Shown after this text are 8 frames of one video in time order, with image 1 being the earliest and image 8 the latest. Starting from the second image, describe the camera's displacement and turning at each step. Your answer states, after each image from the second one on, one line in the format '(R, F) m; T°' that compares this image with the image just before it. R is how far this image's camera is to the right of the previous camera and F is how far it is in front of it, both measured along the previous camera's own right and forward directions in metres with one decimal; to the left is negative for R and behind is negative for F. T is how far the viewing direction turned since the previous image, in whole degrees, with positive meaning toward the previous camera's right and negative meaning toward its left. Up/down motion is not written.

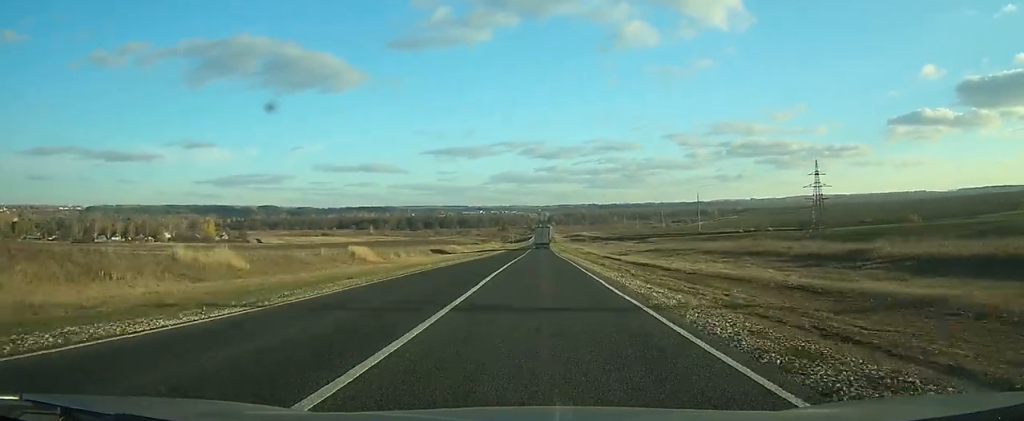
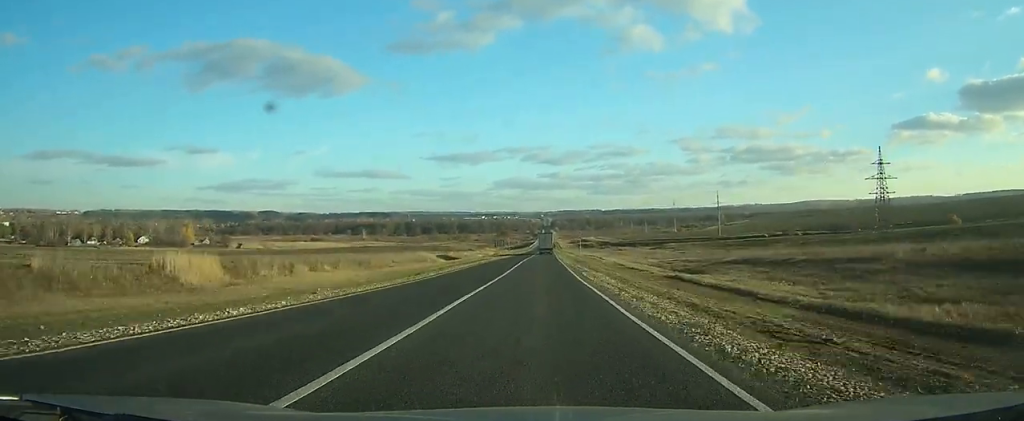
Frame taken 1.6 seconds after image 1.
(-0.1, +35.1) m; 0°
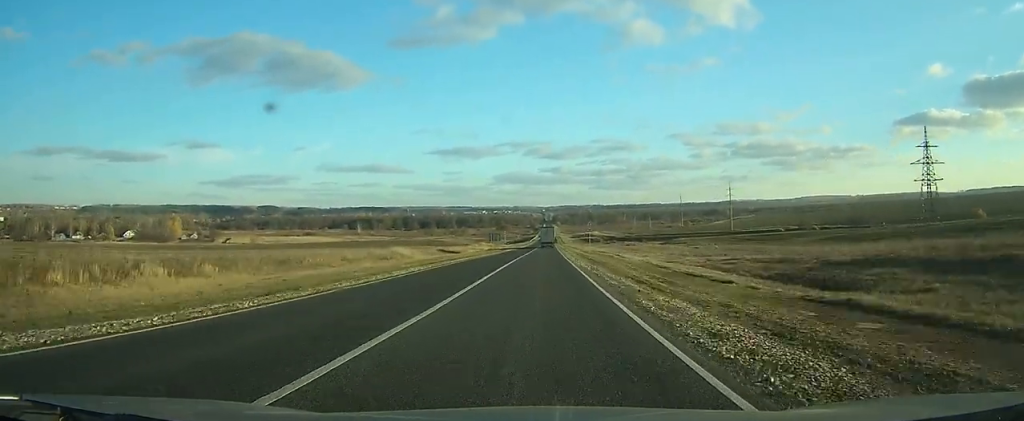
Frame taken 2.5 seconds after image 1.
(0.0, +19.2) m; 0°
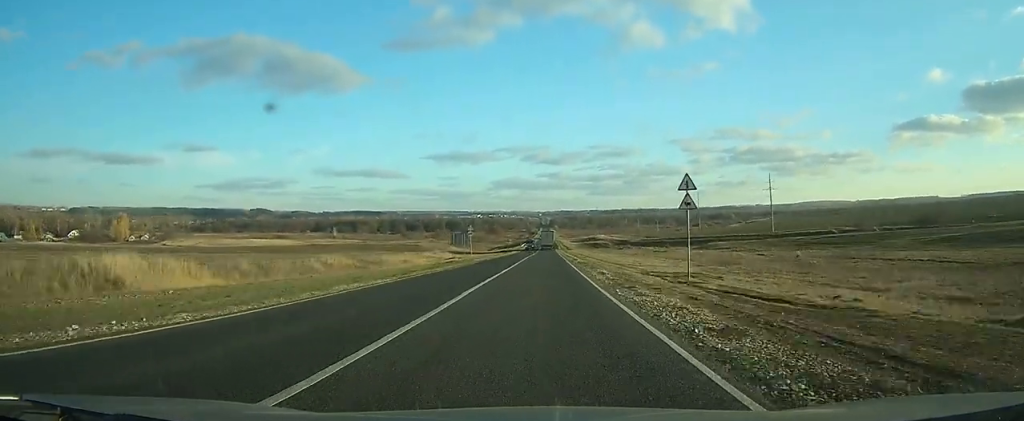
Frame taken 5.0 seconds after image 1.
(-0.1, +59.3) m; 0°
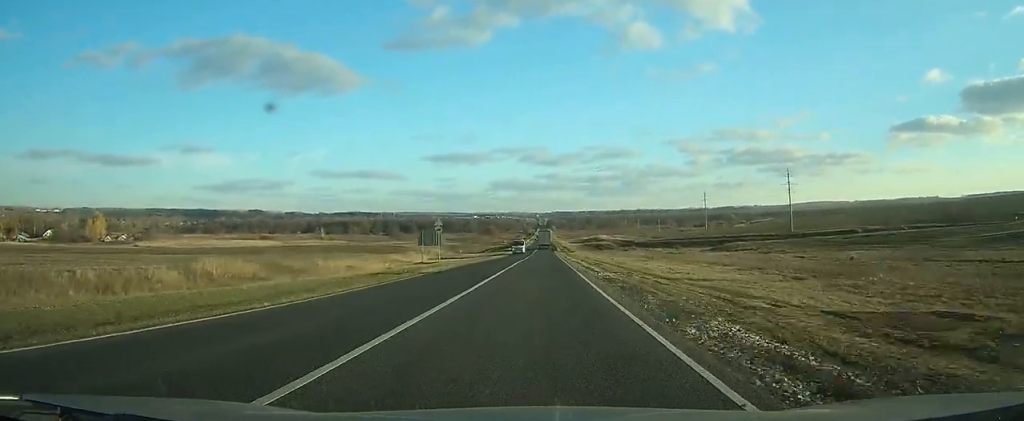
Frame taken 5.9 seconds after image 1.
(0.0, +23.4) m; 0°
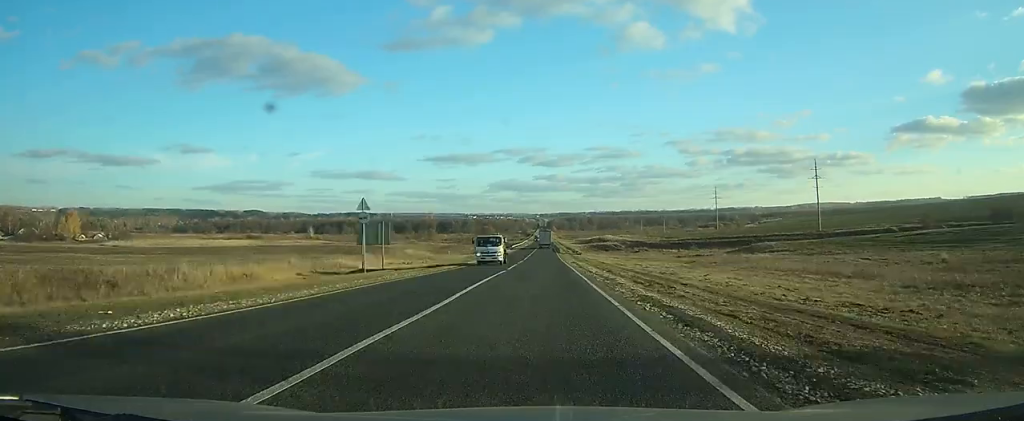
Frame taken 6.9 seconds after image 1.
(+0.1, +25.1) m; 0°
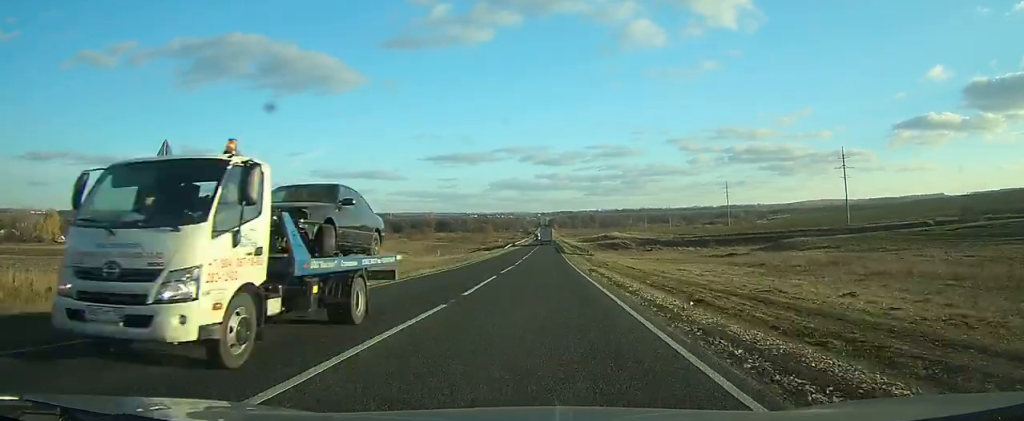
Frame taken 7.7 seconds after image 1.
(+0.1, +20.1) m; 0°
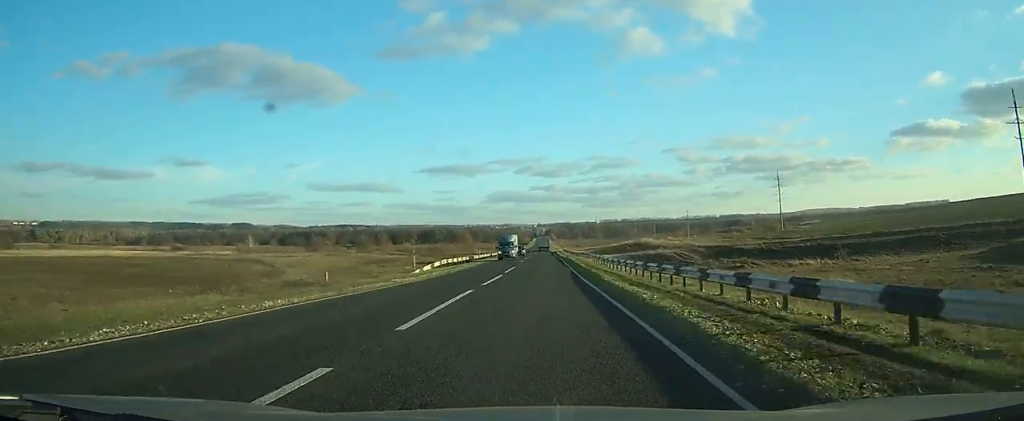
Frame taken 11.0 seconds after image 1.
(0.0, +79.1) m; 0°
